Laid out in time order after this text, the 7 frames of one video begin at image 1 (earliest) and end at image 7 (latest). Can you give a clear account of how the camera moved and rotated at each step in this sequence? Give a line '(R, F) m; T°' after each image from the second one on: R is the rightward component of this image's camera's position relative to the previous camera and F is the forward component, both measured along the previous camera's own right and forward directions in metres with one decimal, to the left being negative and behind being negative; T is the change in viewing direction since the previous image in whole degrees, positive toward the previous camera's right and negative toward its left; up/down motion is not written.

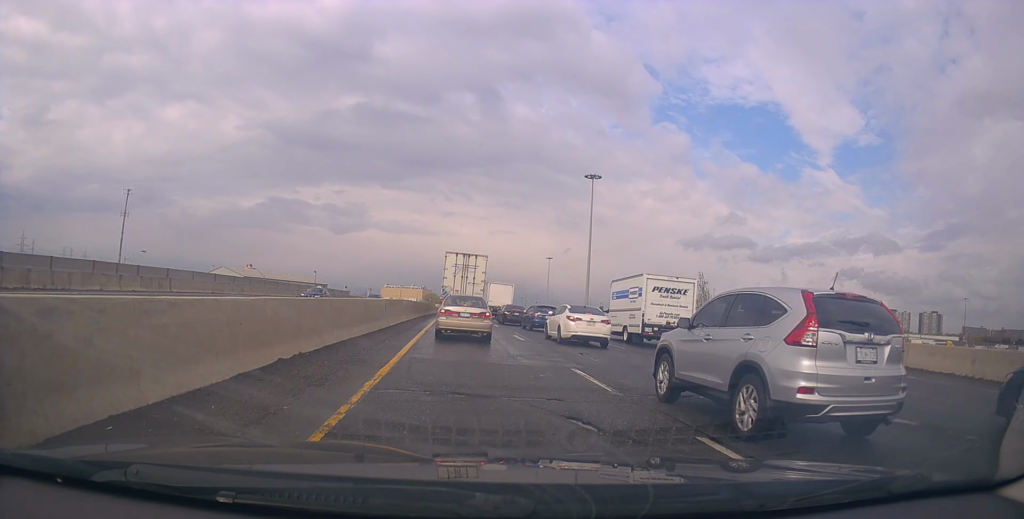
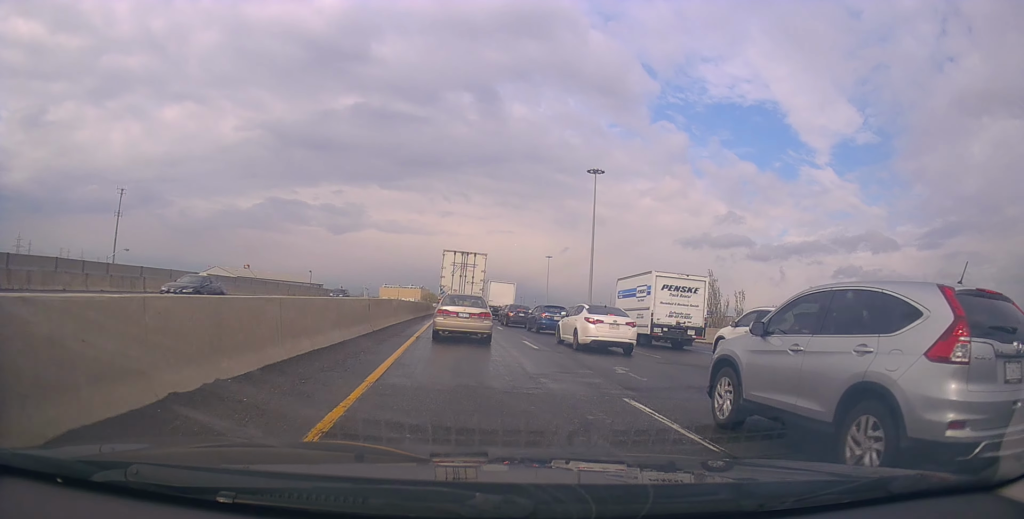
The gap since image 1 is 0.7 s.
(-0.1, +3.8) m; 0°
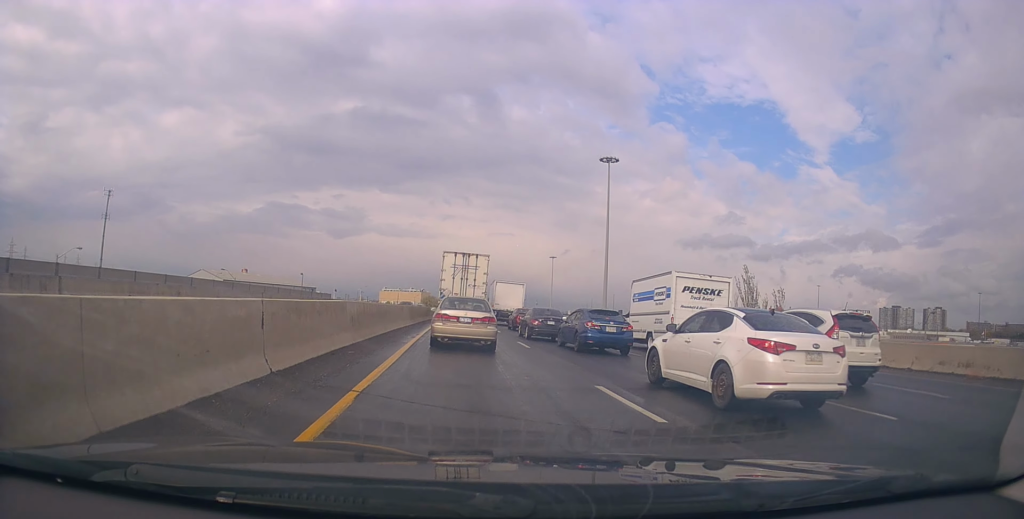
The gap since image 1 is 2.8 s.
(+0.2, +10.4) m; -3°
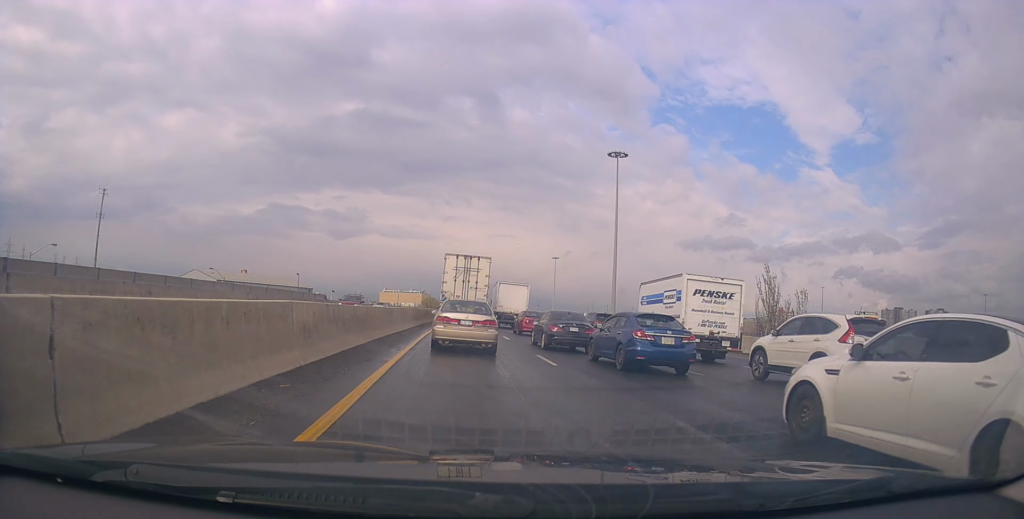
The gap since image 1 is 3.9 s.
(0.0, +4.9) m; +2°
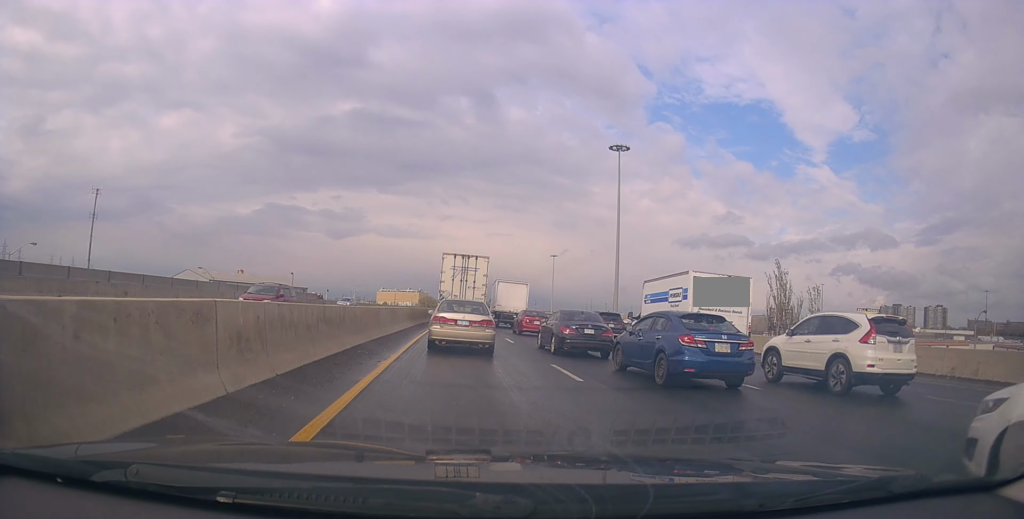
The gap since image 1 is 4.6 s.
(+0.1, +3.0) m; +2°
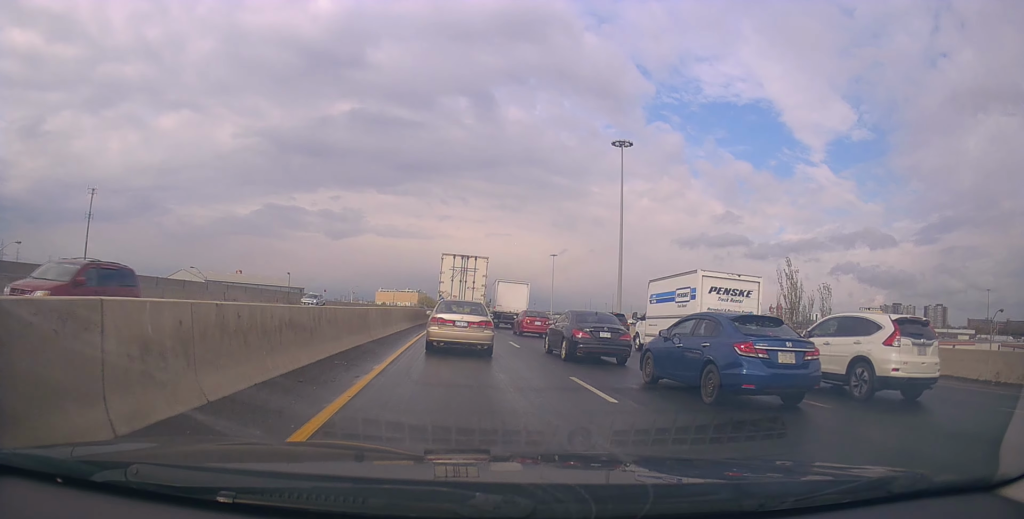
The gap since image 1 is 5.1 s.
(0.0, +2.4) m; 0°
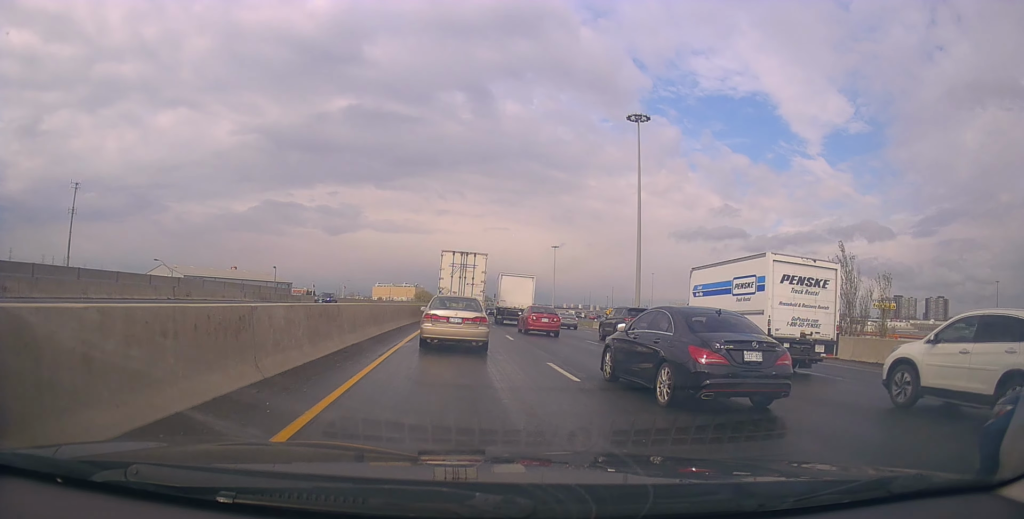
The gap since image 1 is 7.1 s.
(-0.4, +9.6) m; -2°
